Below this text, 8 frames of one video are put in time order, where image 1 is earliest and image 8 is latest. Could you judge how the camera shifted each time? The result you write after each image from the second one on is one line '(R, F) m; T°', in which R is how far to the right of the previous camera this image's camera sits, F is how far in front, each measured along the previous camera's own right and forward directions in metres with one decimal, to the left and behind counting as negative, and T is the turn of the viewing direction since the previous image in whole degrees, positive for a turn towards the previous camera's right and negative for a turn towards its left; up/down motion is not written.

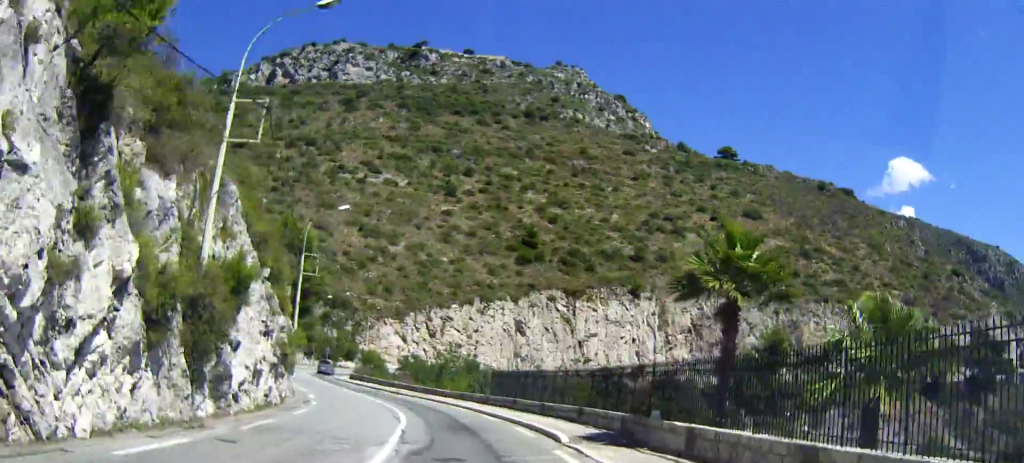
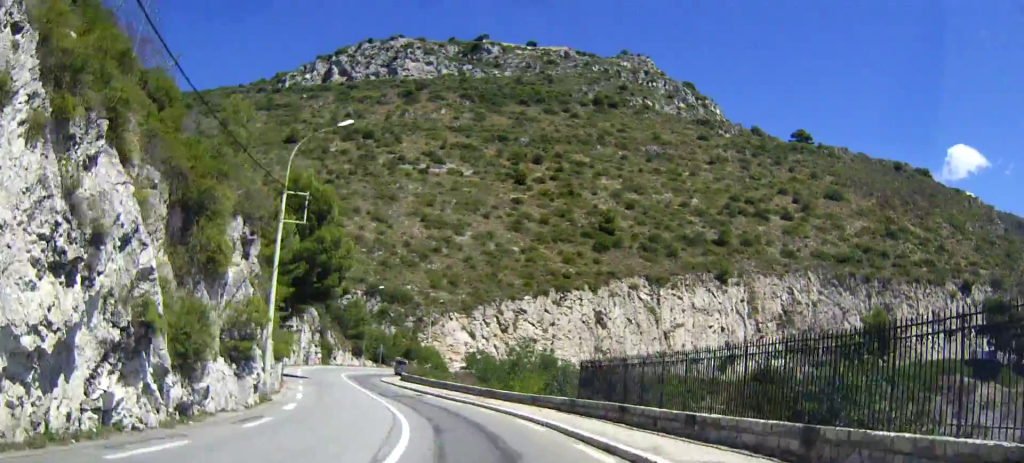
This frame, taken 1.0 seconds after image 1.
(0.0, +14.3) m; -3°
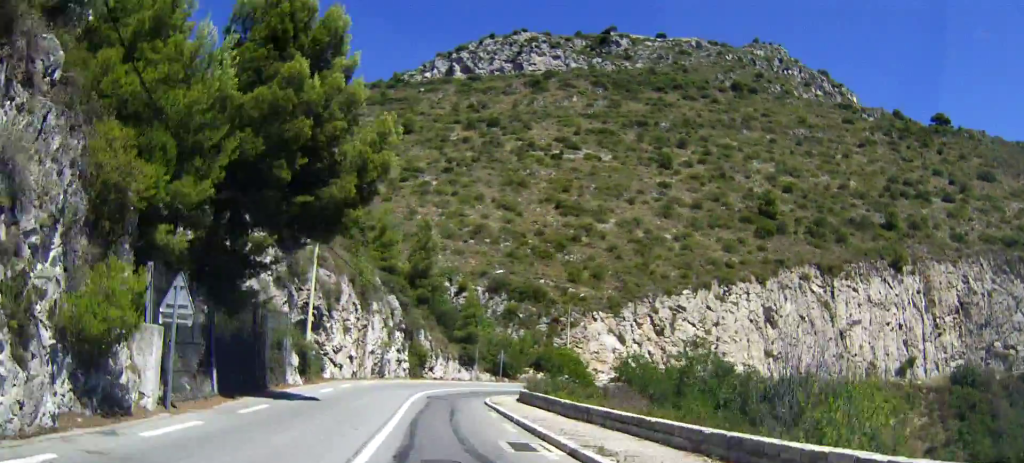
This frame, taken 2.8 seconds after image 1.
(-3.1, +24.4) m; -13°
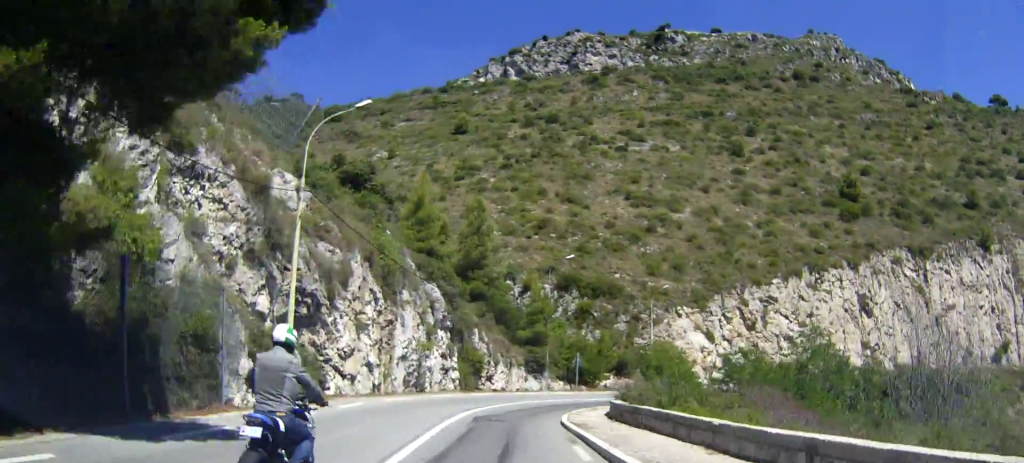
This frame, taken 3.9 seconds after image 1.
(0.0, +13.3) m; 0°
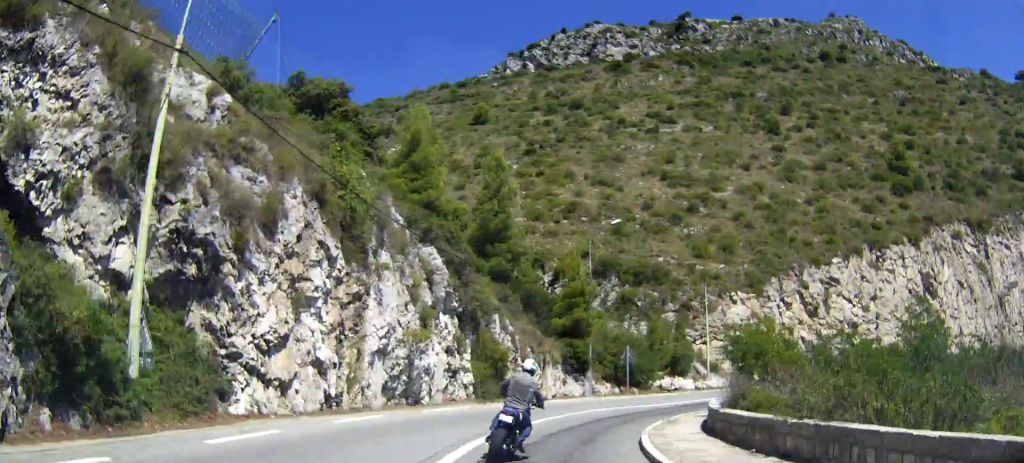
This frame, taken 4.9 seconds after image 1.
(0.0, +12.2) m; 0°
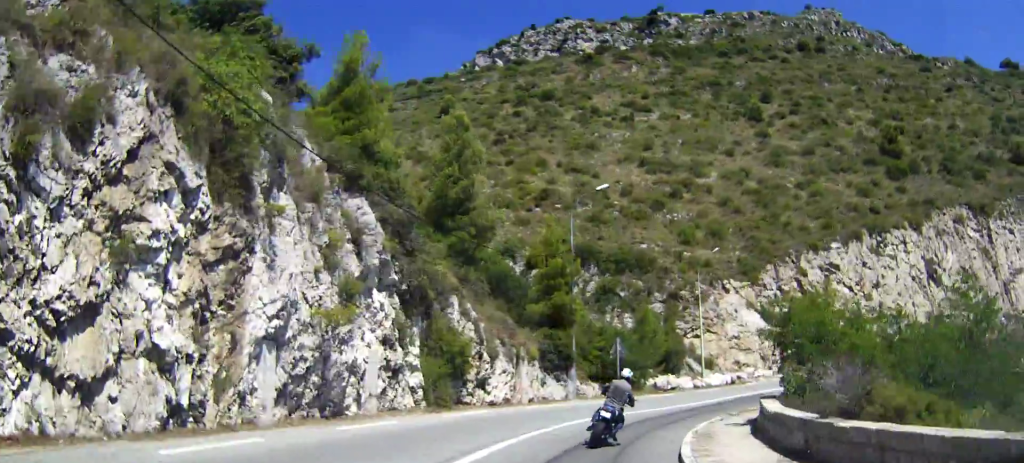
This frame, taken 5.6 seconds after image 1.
(0.0, +8.0) m; 0°
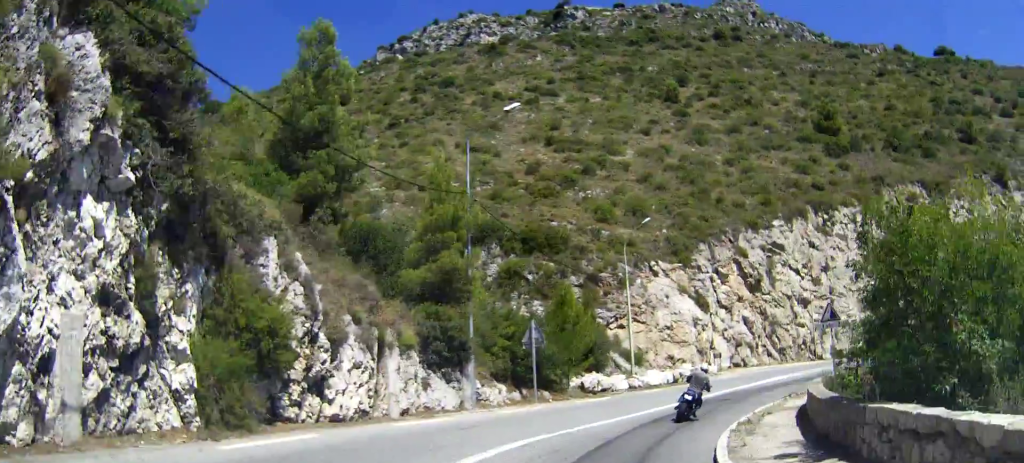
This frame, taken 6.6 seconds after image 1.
(0.0, +10.7) m; 0°
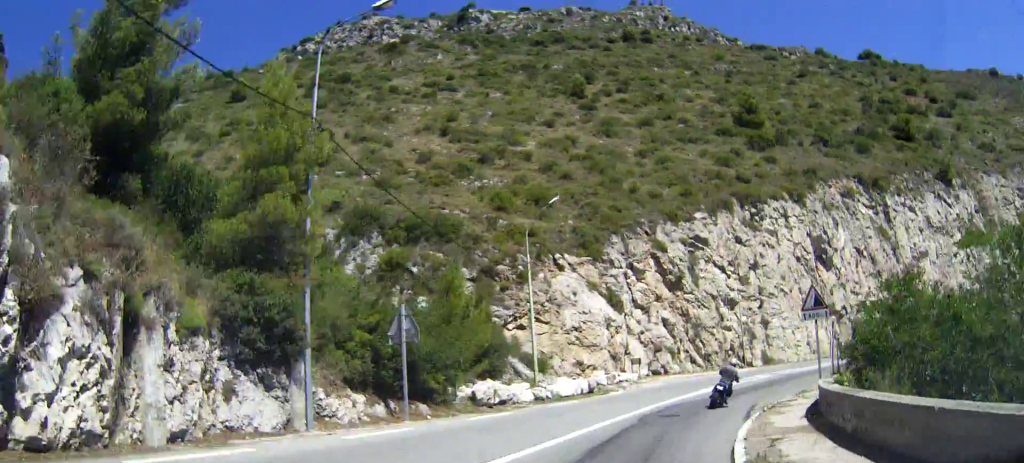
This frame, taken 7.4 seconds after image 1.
(0.0, +8.0) m; 0°
